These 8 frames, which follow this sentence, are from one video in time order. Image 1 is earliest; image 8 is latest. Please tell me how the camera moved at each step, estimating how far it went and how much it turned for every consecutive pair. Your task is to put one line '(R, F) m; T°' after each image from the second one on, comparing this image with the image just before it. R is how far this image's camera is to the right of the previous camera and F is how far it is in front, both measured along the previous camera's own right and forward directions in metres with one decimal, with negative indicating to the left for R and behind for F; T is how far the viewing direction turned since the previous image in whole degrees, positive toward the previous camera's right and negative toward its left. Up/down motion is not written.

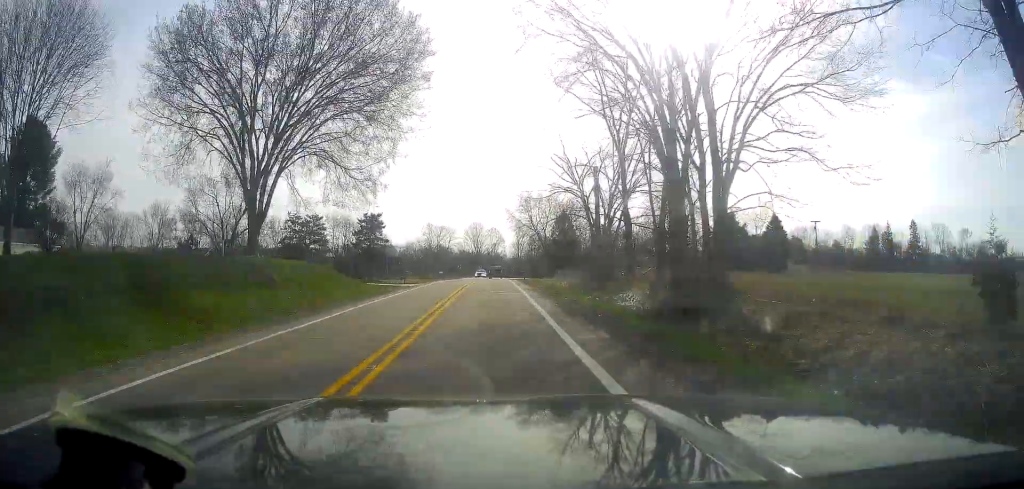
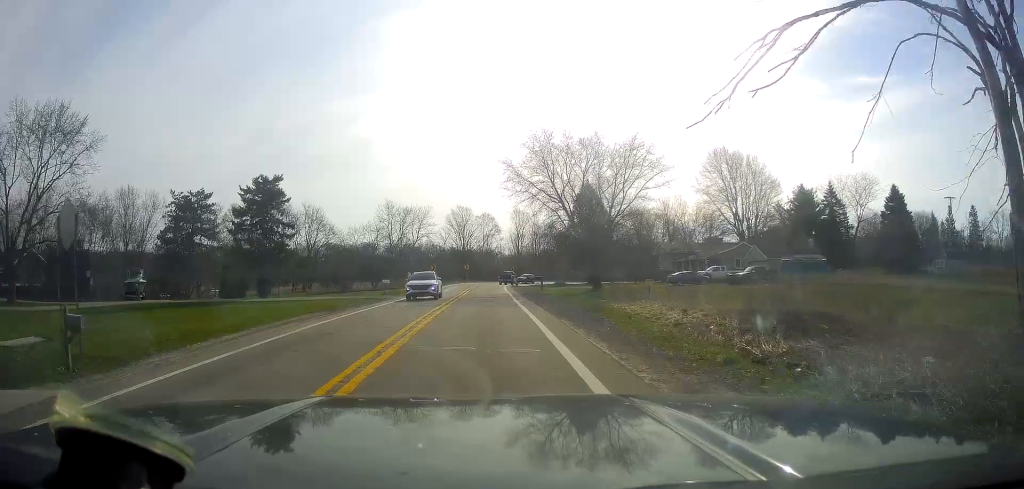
(-1.4, +44.3) m; -3°
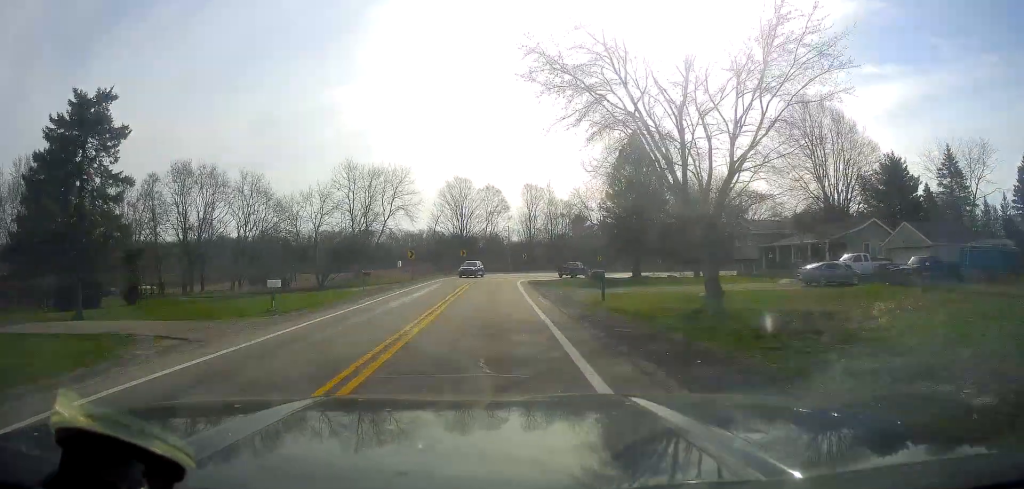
(-0.1, +26.5) m; +1°
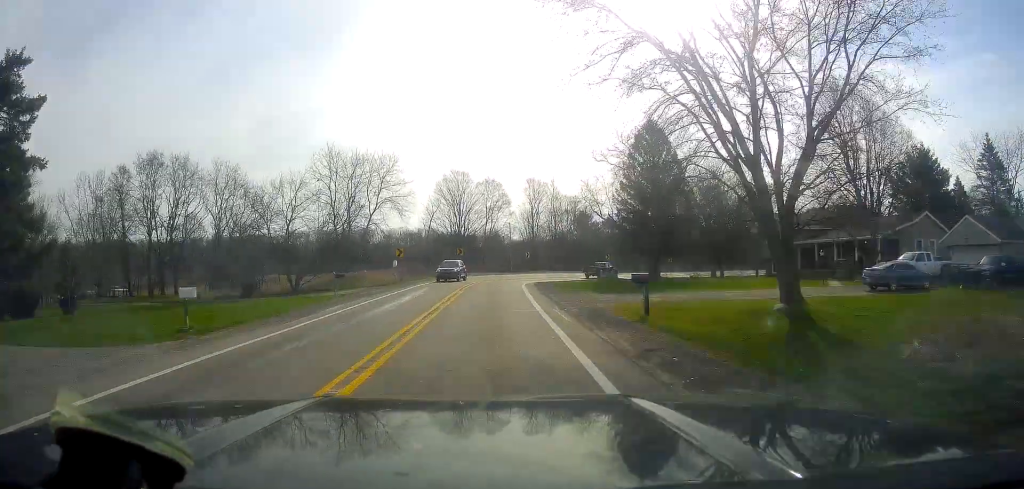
(-0.1, +7.1) m; +1°
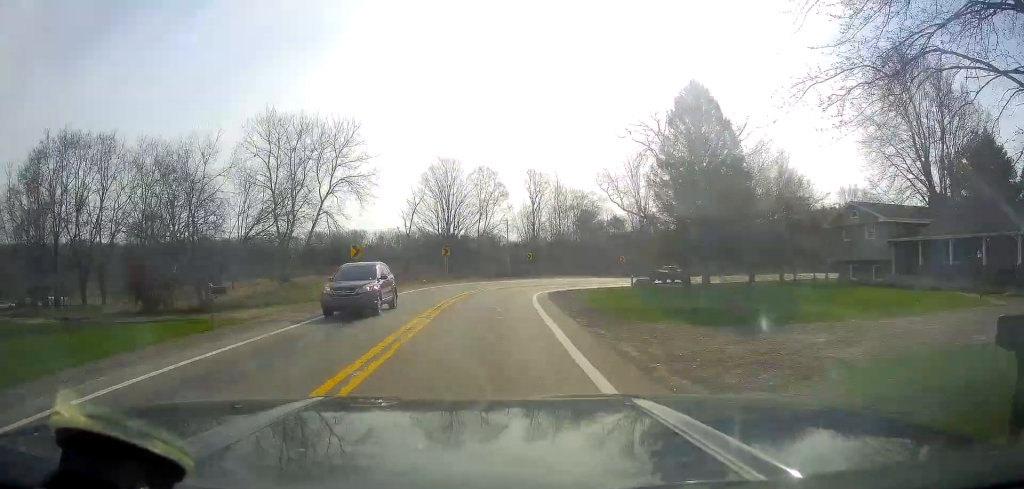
(+0.3, +14.0) m; +1°
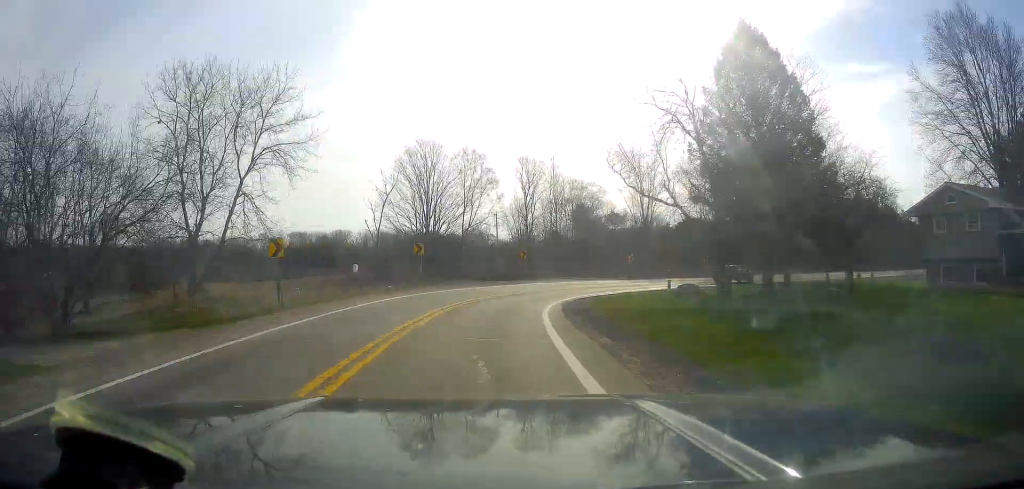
(+0.1, +11.4) m; +1°
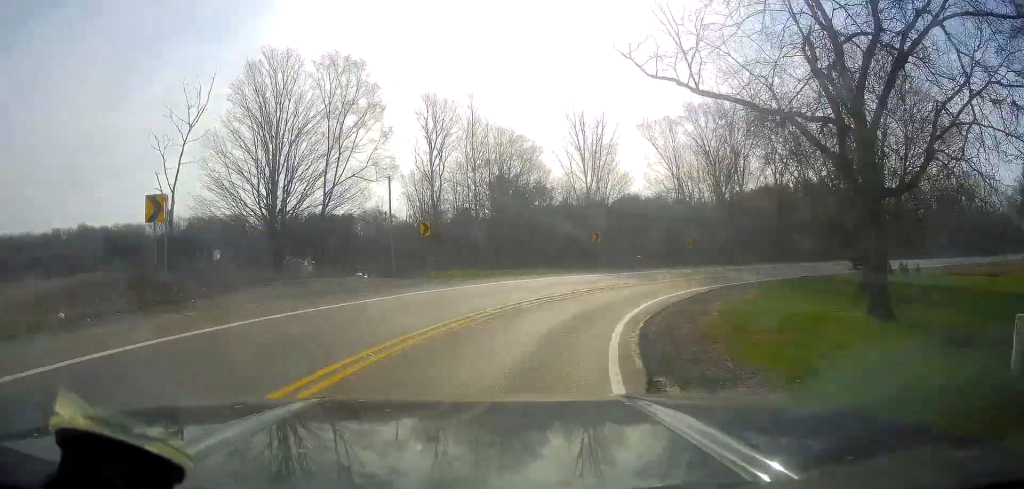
(+0.1, +26.1) m; +8°
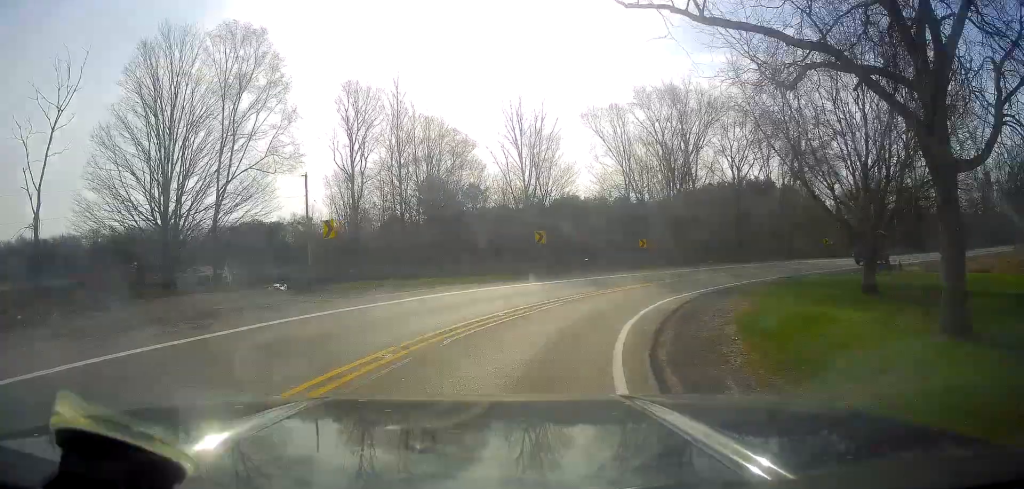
(+0.6, +6.6) m; +6°
